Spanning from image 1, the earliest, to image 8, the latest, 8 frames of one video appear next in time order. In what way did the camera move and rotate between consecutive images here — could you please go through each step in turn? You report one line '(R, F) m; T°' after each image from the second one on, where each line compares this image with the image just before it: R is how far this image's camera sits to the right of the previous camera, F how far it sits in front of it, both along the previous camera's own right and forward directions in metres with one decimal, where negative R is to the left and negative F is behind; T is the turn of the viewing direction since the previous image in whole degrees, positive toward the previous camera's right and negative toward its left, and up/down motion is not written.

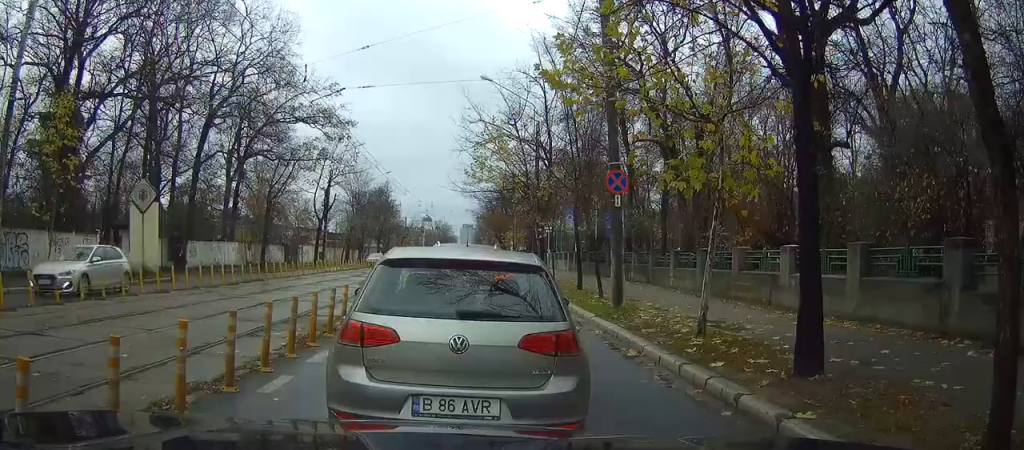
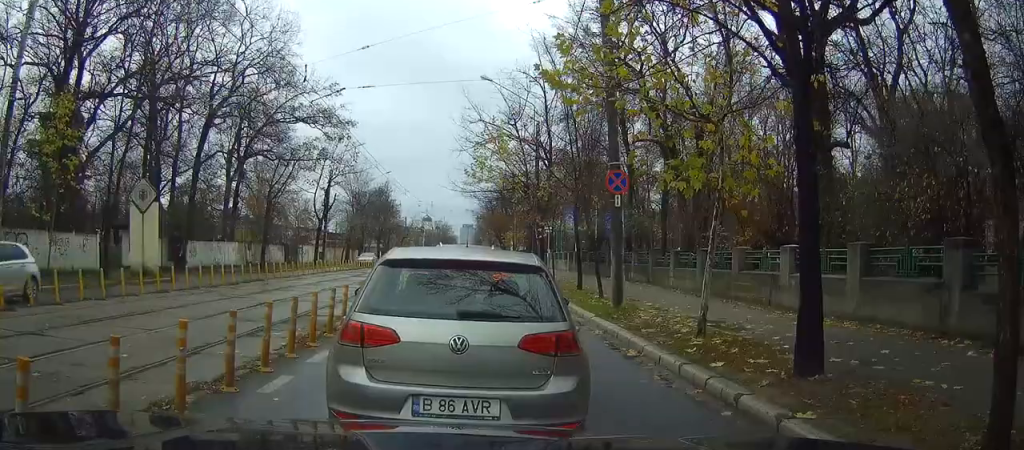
(0.0, 0.0) m; 0°
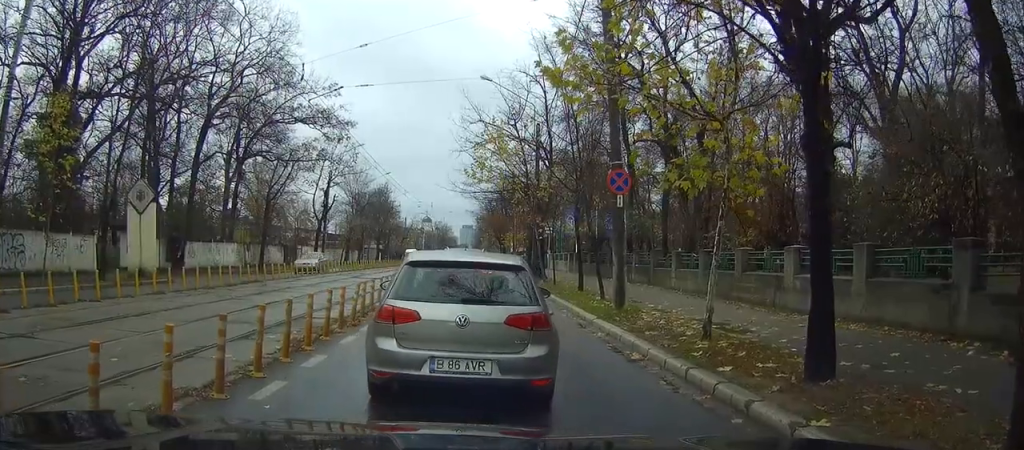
(-0.2, +0.7) m; 0°
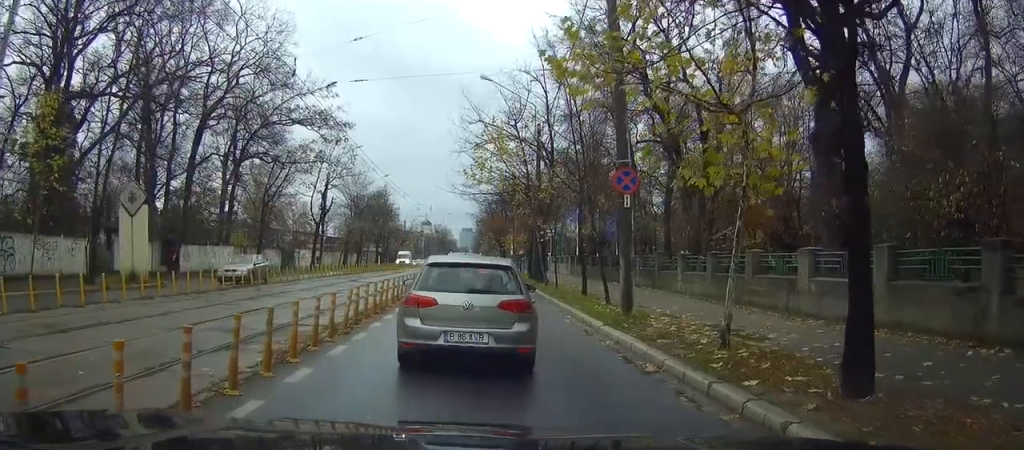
(-0.1, +0.4) m; 0°
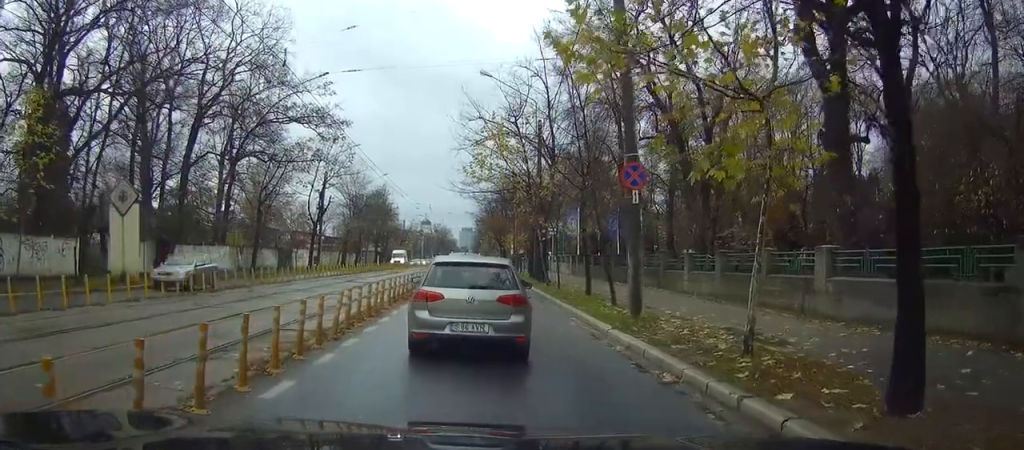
(-0.1, +0.2) m; 0°
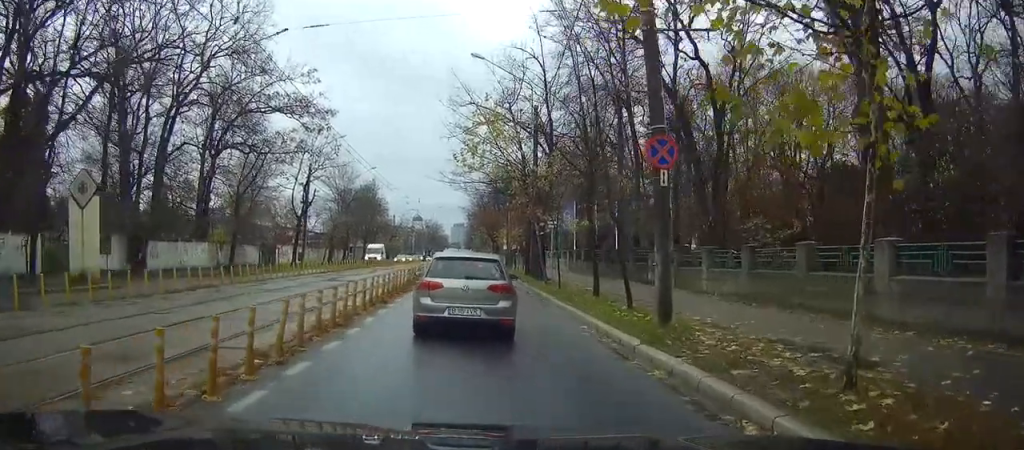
(-0.2, +1.8) m; -4°
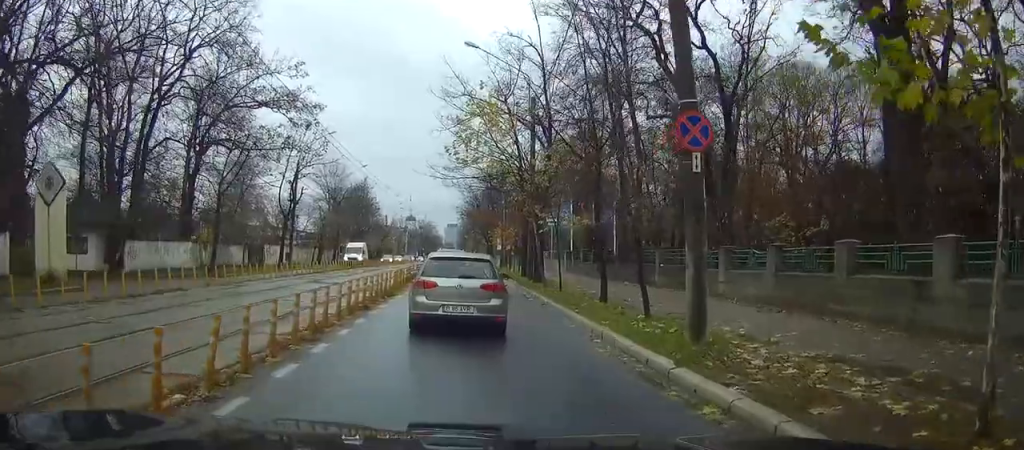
(+0.1, +1.9) m; +3°
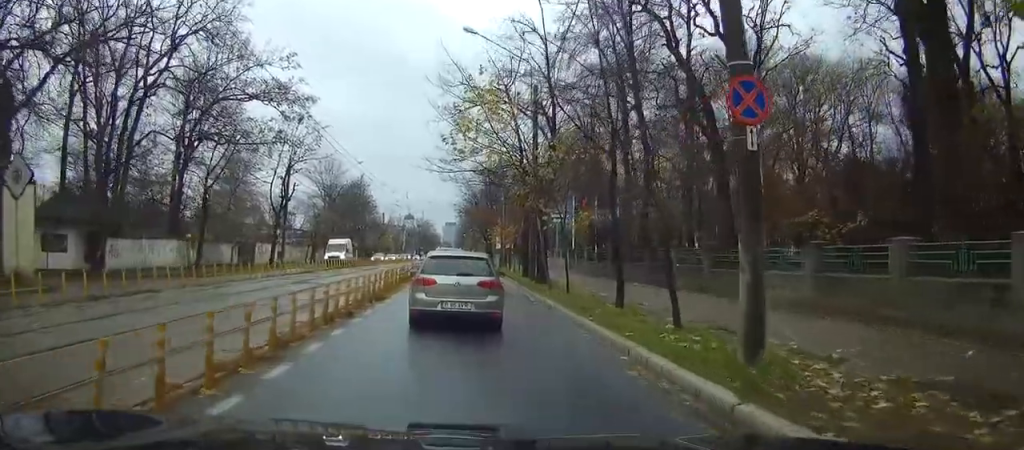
(0.0, +2.0) m; +1°
